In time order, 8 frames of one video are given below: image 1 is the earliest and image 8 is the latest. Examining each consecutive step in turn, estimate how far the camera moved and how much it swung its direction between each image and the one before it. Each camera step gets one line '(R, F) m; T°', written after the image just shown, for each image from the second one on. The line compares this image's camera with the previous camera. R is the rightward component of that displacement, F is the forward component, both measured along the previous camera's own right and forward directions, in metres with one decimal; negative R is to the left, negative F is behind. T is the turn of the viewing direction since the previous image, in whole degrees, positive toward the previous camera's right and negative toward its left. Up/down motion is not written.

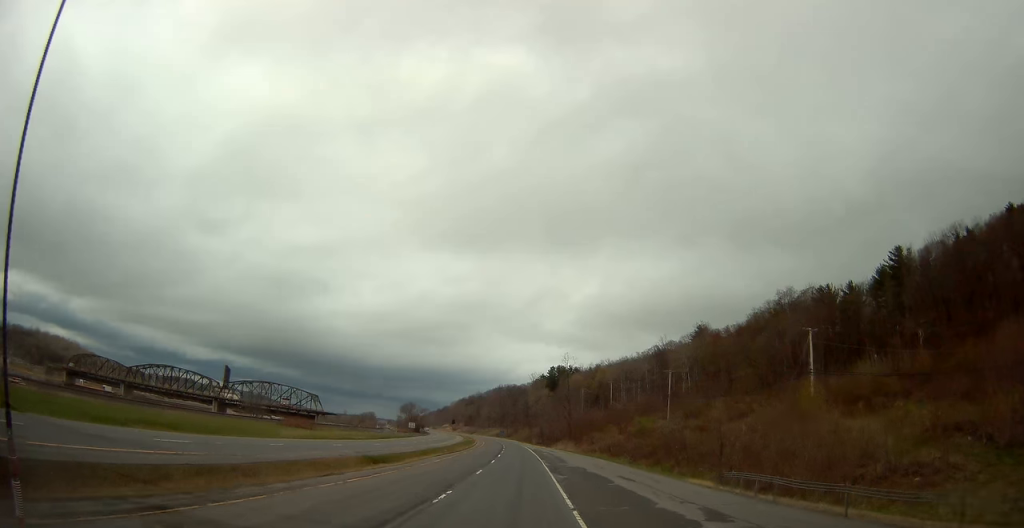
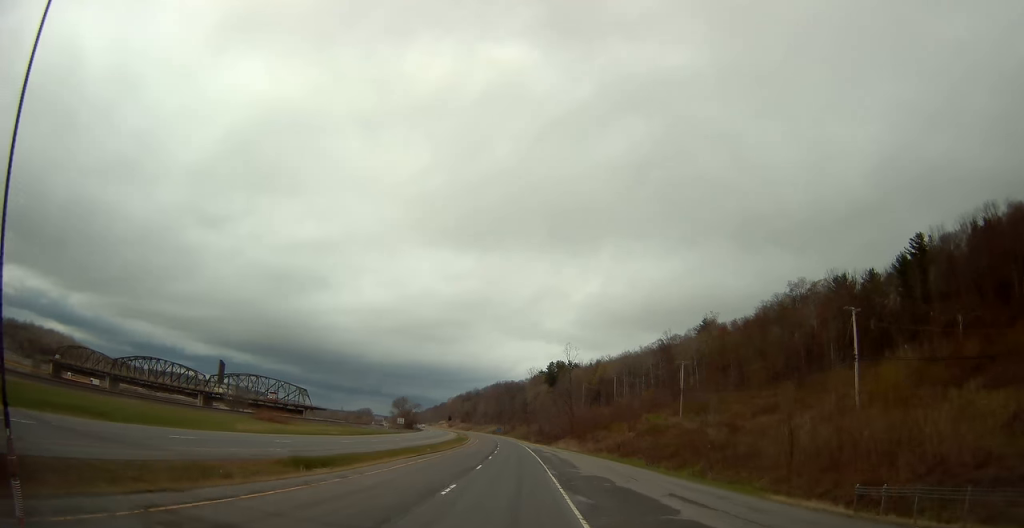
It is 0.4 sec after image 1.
(+0.1, +10.9) m; 0°
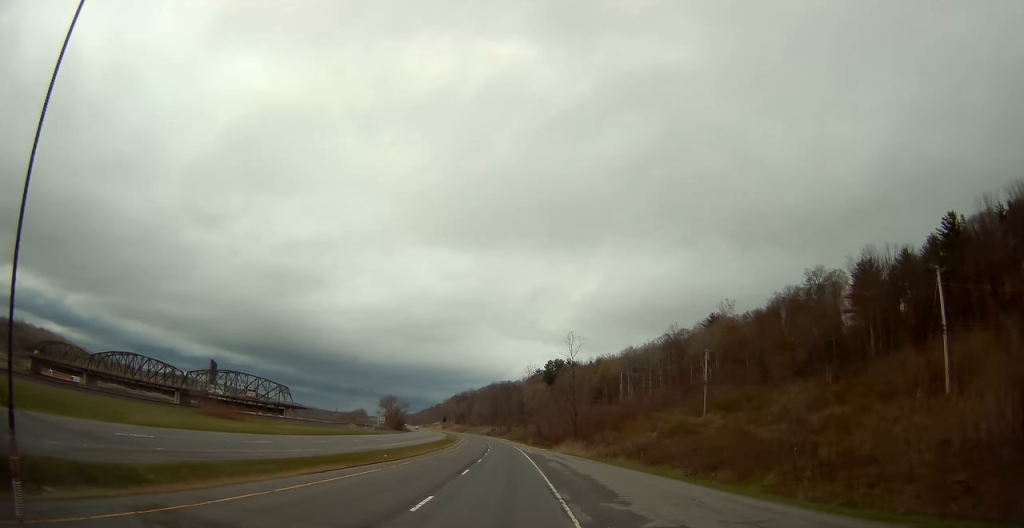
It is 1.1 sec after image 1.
(+0.2, +16.0) m; 0°
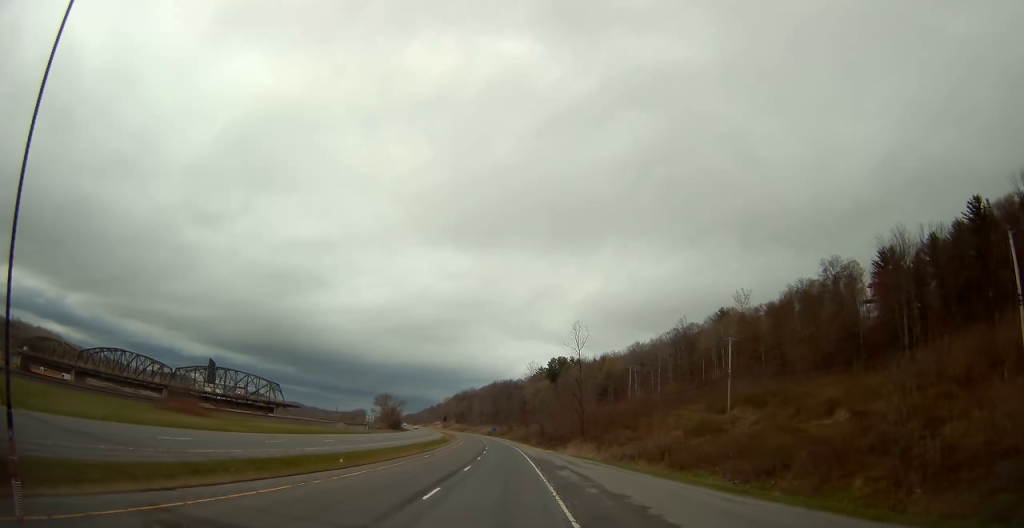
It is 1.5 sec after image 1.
(-0.1, +10.1) m; 0°
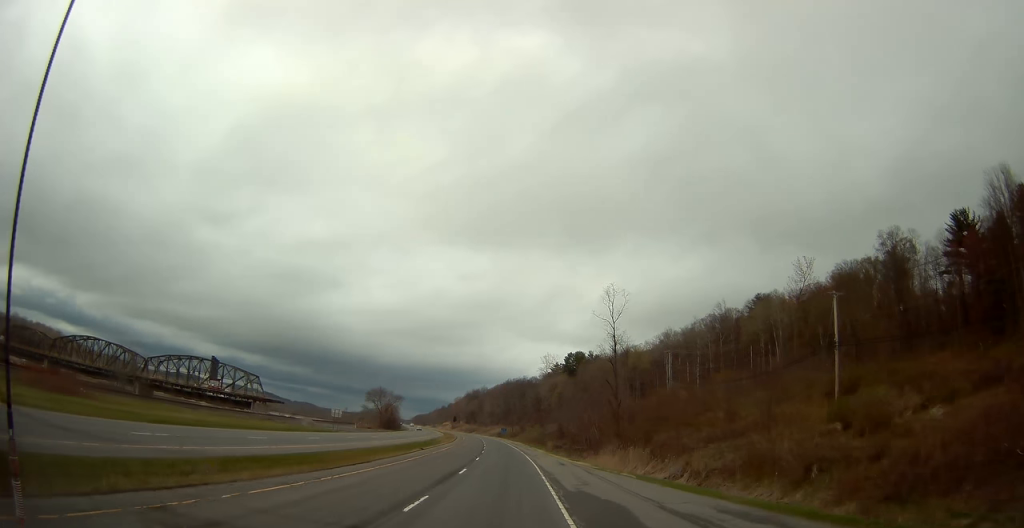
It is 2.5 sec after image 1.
(0.0, +27.0) m; -1°
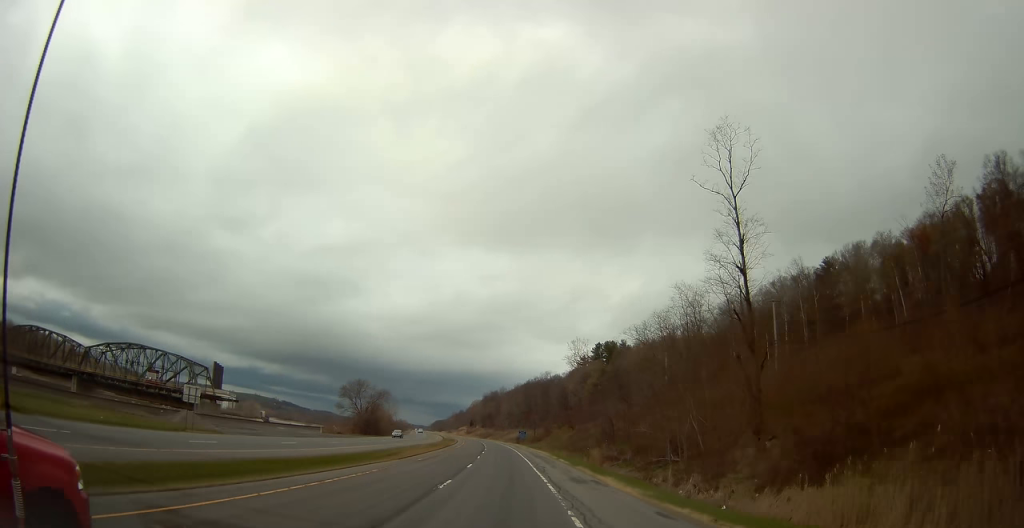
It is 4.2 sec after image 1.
(-1.0, +43.0) m; -2°
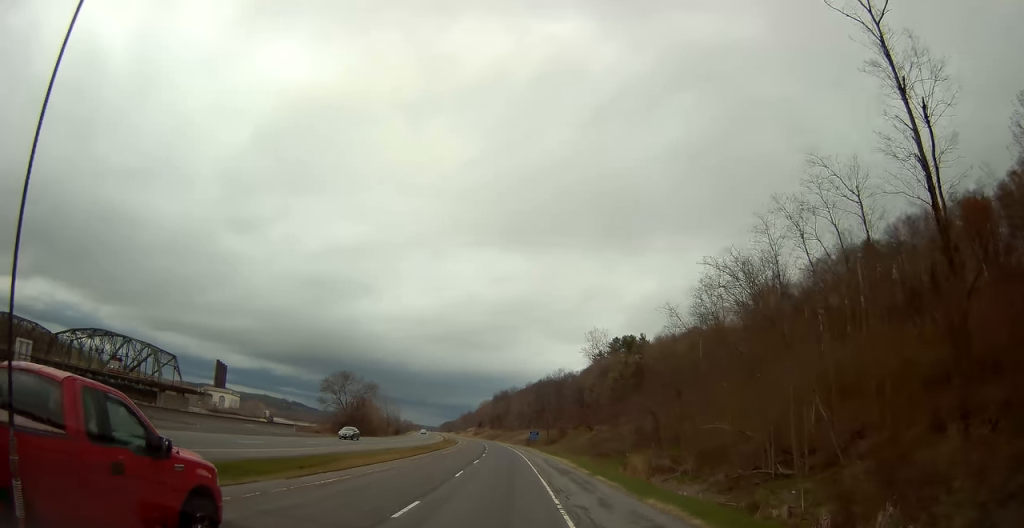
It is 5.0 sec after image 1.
(+0.4, +19.4) m; -1°
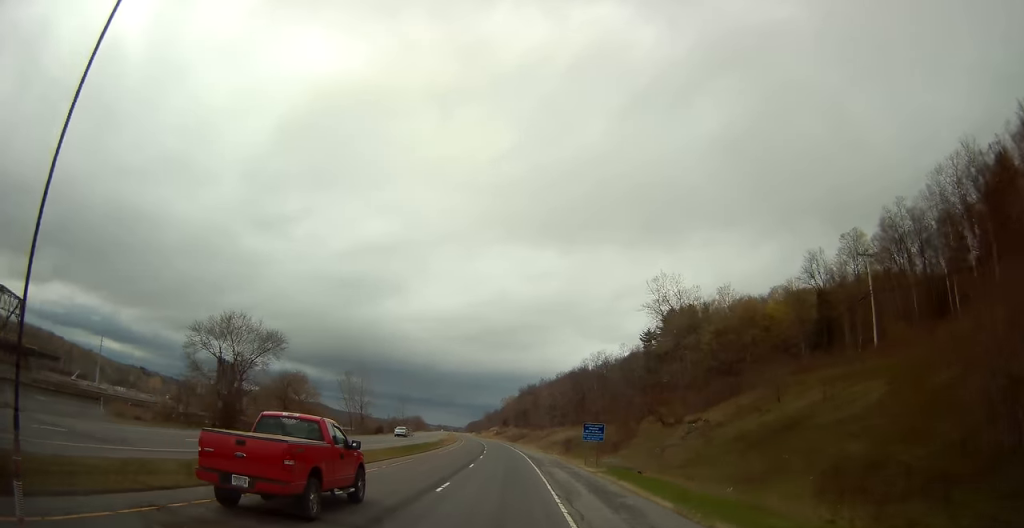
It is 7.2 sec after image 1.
(-2.1, +55.6) m; -4°
